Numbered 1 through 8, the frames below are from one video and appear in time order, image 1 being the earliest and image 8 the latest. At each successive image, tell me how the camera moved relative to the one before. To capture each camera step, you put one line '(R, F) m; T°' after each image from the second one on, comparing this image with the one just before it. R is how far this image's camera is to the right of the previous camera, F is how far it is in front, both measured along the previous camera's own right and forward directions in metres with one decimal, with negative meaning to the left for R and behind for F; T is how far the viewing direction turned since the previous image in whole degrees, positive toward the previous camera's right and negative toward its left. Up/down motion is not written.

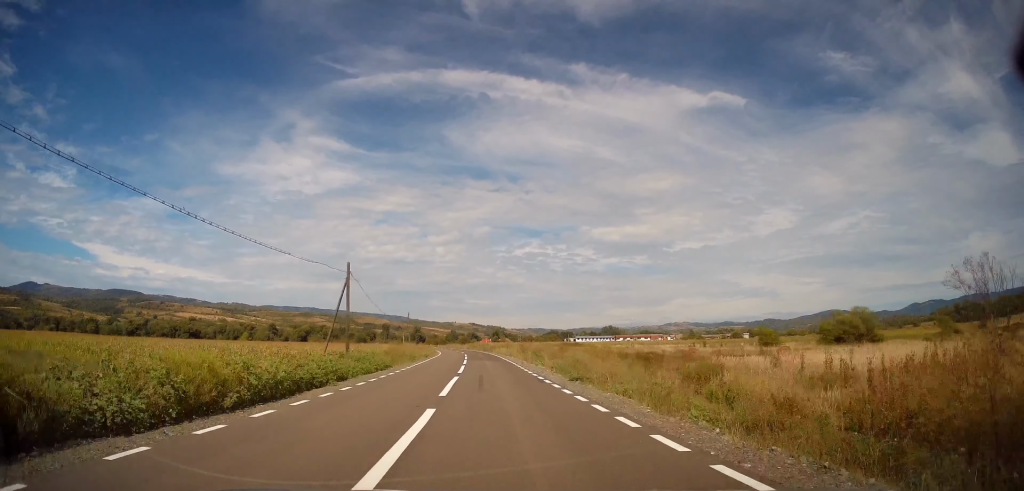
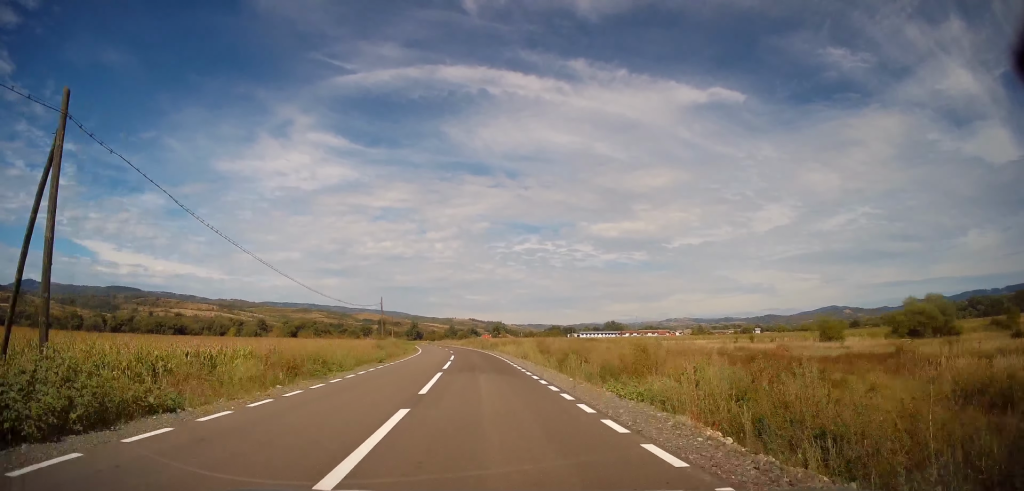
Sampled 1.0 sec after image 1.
(+0.1, +21.2) m; 0°
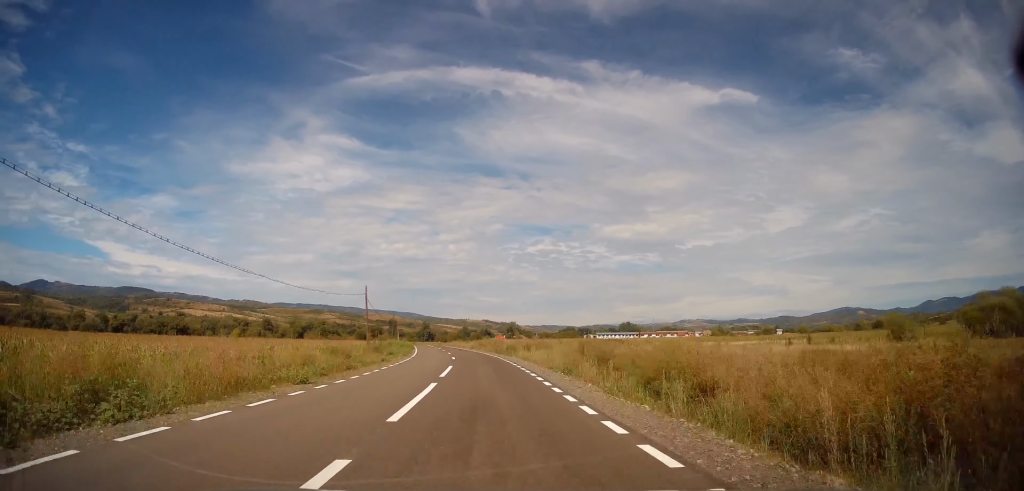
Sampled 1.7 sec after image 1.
(0.0, +14.1) m; -1°
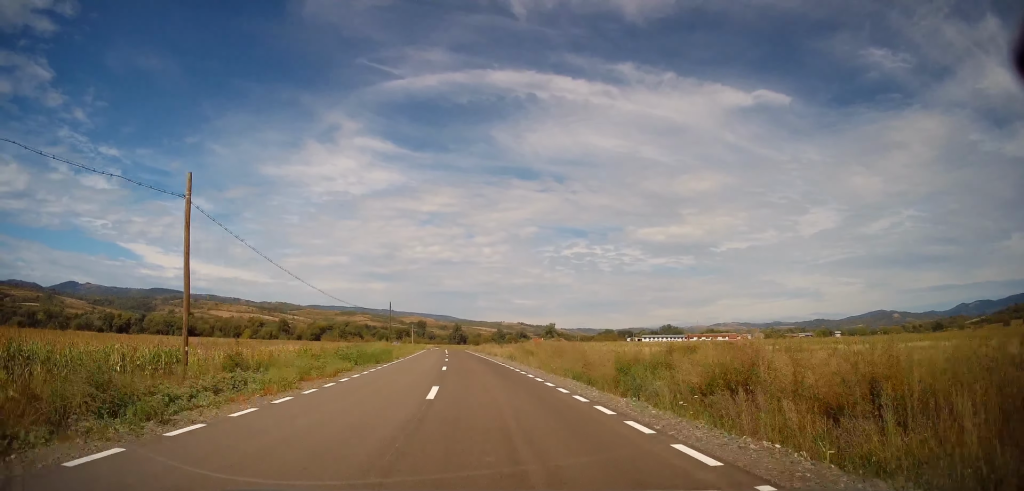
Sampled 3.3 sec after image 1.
(-1.4, +34.4) m; -4°
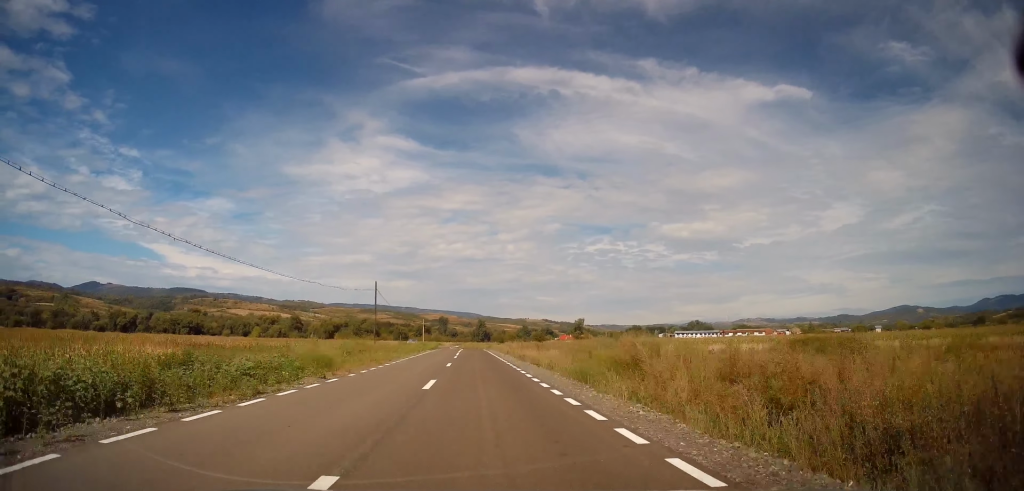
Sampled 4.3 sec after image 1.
(-0.1, +21.1) m; -2°
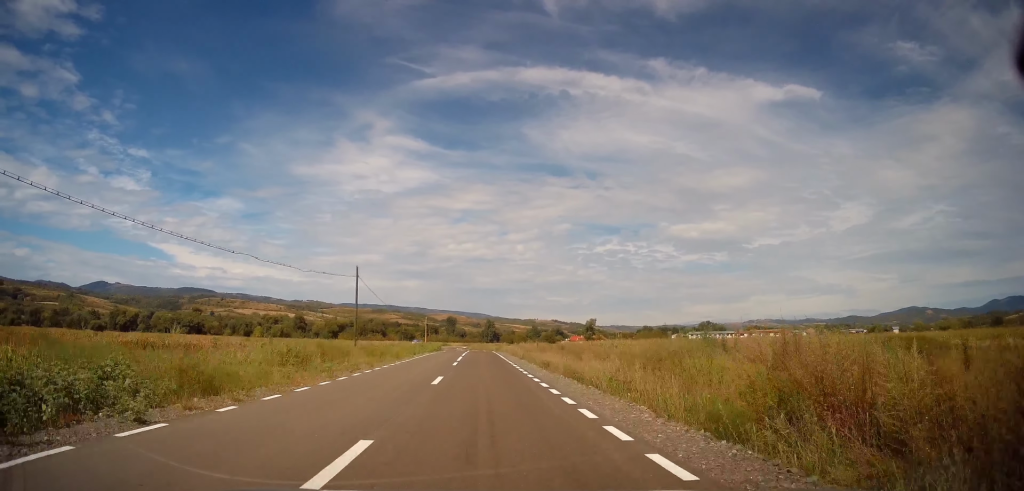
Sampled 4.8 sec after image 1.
(-0.3, +9.7) m; -1°
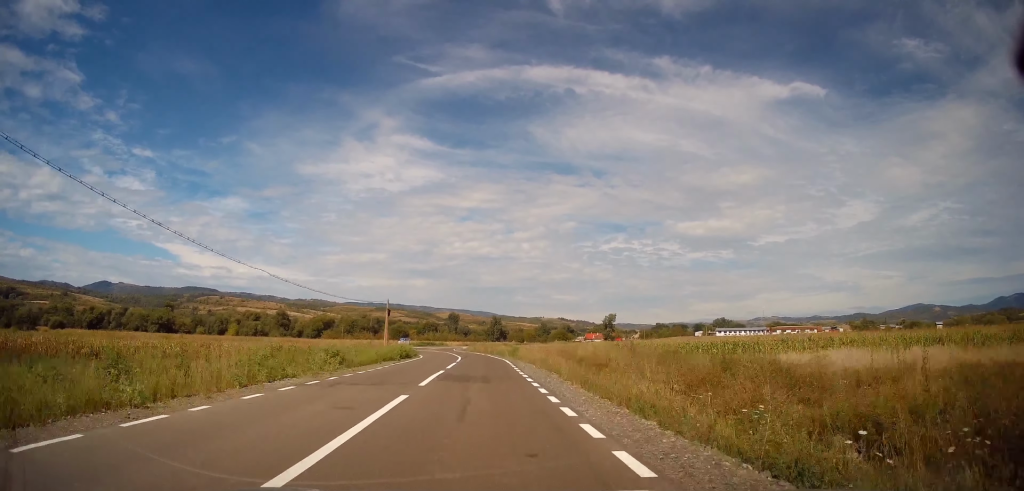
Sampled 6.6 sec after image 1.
(-0.6, +38.1) m; -2°
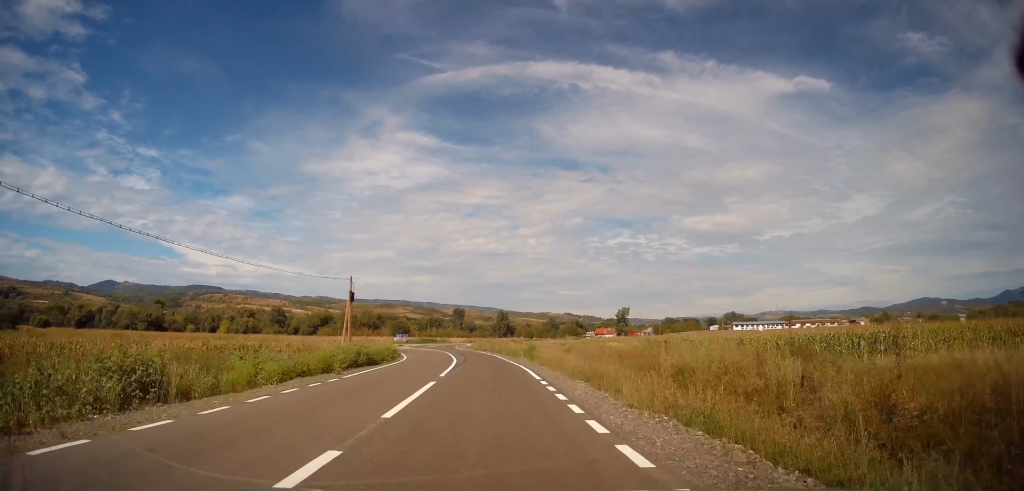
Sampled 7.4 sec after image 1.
(-0.1, +15.6) m; -1°
